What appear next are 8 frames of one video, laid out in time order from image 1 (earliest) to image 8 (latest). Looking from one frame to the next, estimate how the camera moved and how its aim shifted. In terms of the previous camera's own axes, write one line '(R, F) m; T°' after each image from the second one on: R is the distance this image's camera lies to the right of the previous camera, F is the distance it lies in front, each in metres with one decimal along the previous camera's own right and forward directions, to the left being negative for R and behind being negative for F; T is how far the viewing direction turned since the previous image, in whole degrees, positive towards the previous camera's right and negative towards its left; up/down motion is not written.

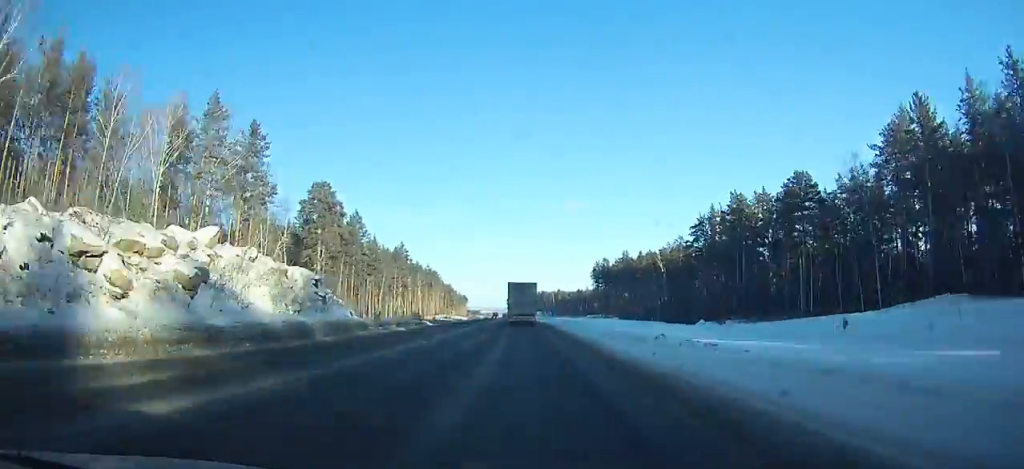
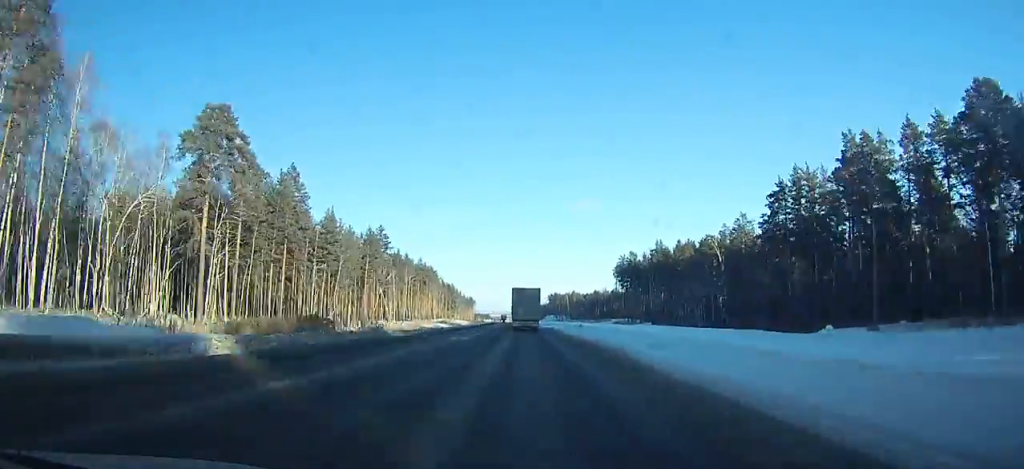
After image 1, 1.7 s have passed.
(-0.5, +42.3) m; -1°
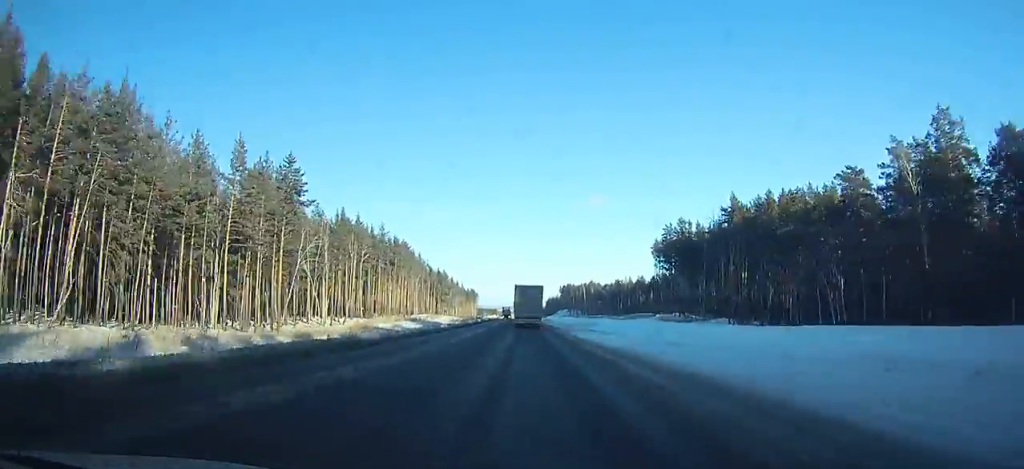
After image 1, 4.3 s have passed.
(-0.3, +63.5) m; 0°
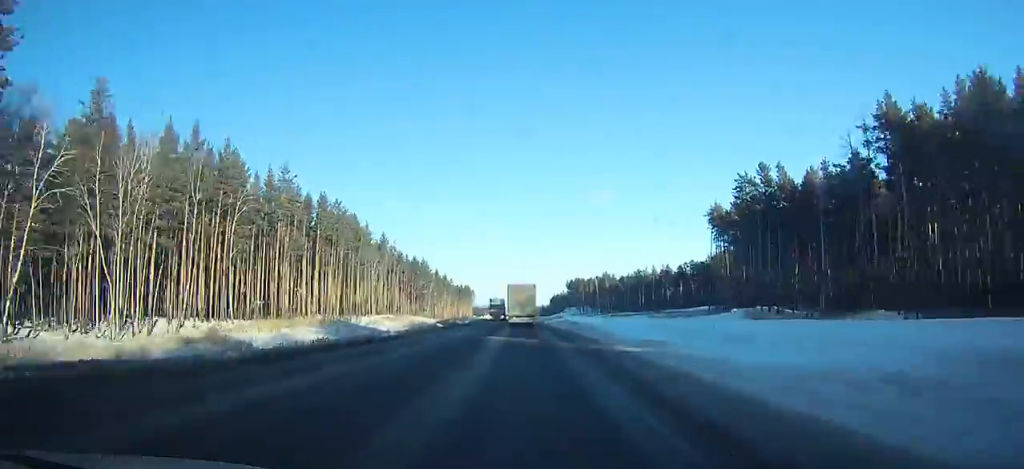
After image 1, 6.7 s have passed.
(-0.2, +58.5) m; 0°
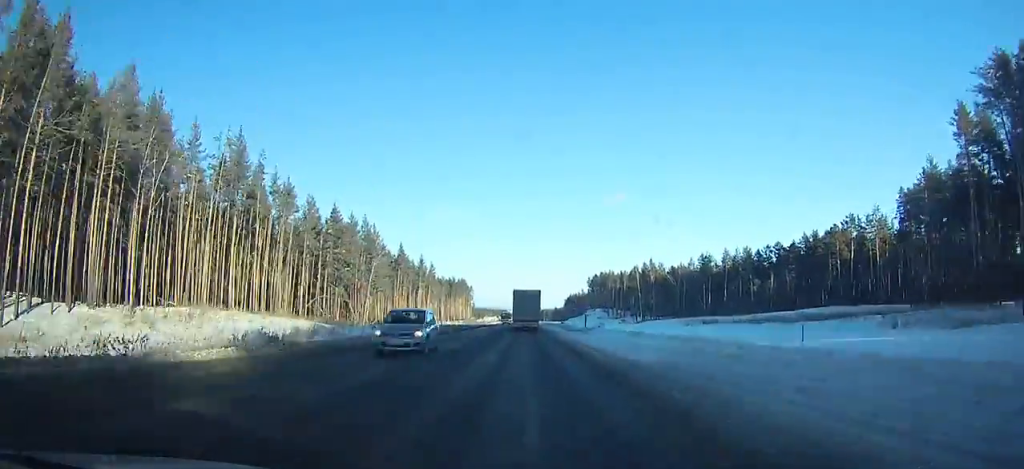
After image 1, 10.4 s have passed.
(-0.7, +90.6) m; -1°
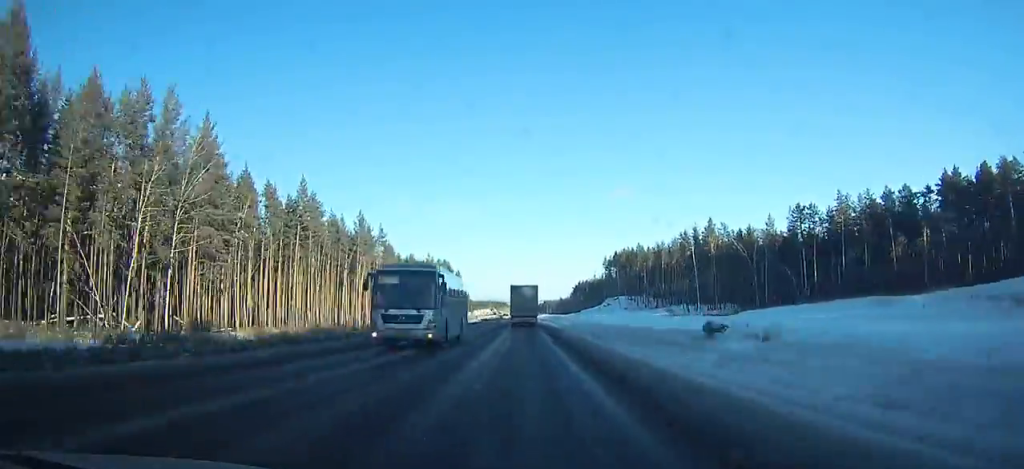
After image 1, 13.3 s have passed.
(-0.1, +71.3) m; 0°
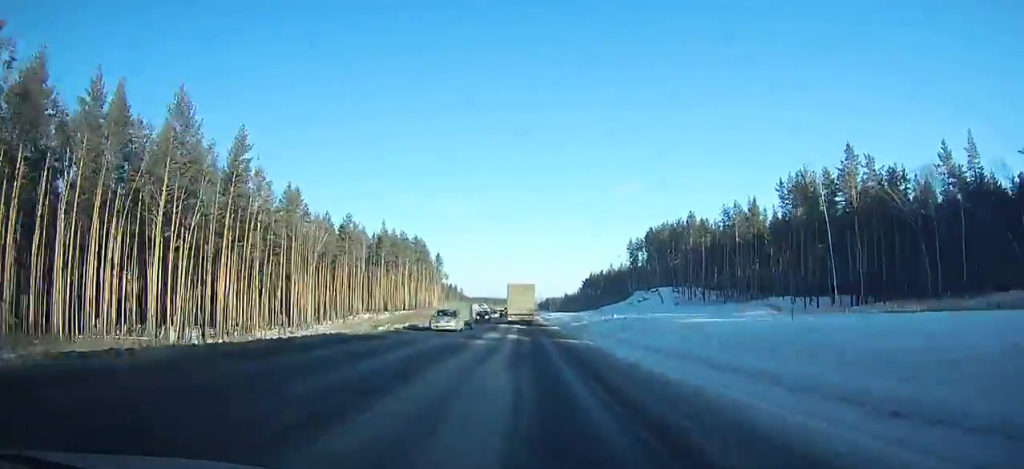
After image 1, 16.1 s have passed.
(-0.2, +68.7) m; 0°
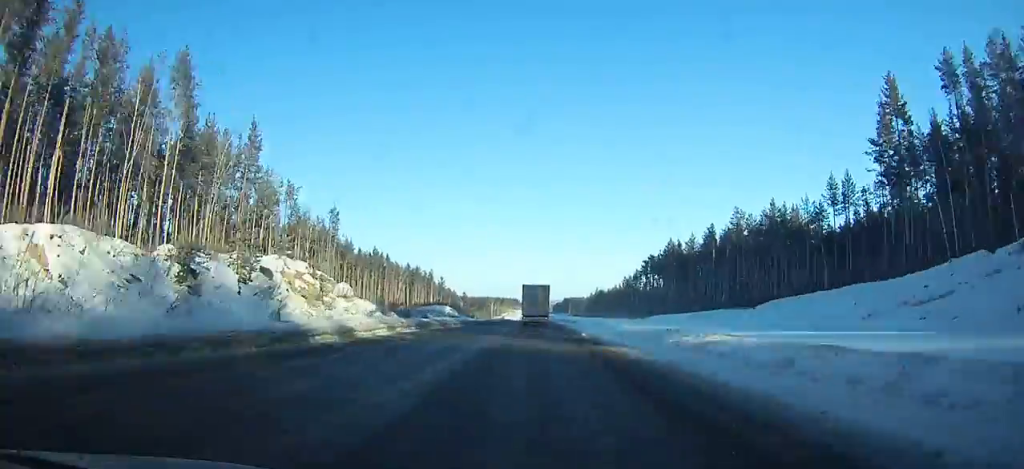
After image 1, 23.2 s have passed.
(-0.9, +167.8) m; 0°
